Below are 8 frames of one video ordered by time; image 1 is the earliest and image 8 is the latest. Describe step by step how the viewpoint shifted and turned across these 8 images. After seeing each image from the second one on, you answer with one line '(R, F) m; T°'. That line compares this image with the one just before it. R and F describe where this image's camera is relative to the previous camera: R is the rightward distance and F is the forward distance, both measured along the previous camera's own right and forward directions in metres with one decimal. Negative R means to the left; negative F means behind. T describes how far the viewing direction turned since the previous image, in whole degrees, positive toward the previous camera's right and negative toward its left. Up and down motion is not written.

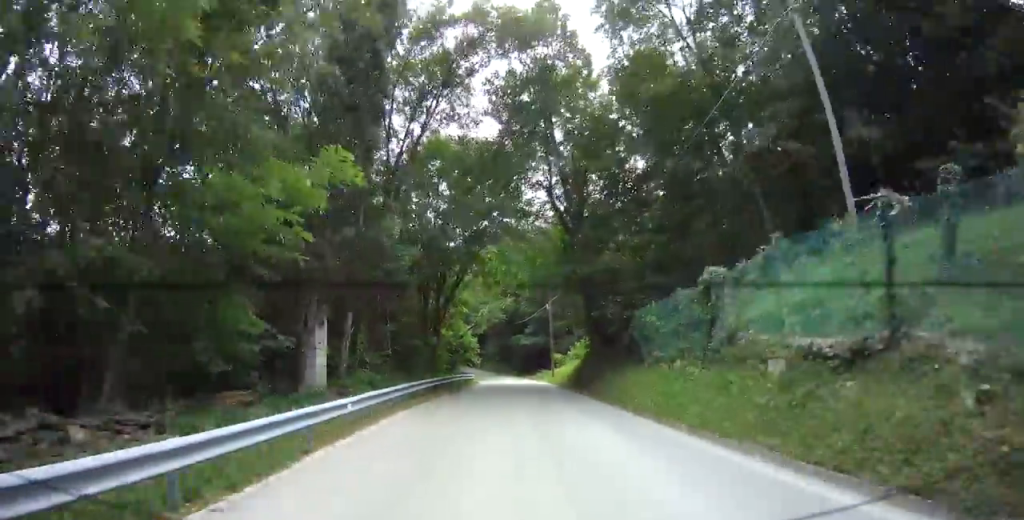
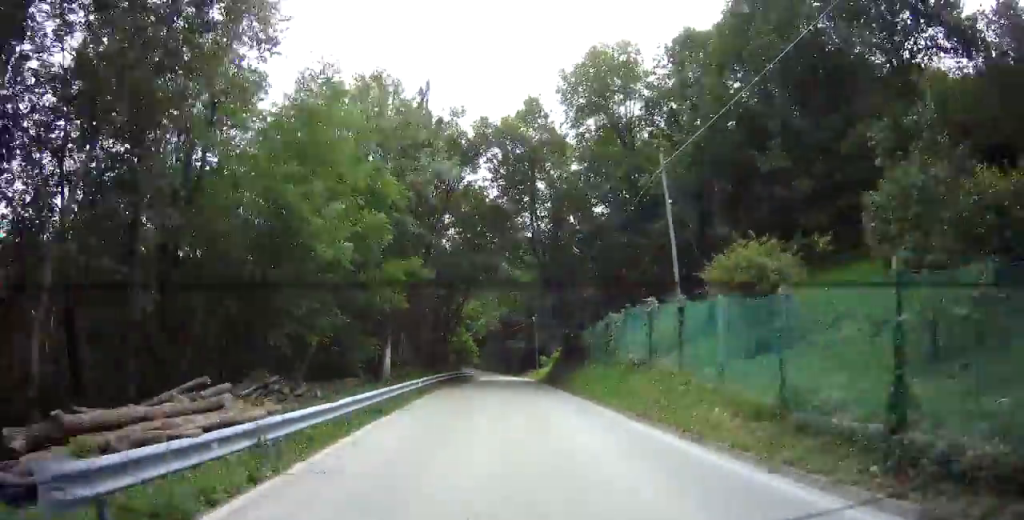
(+1.4, +11.9) m; +4°
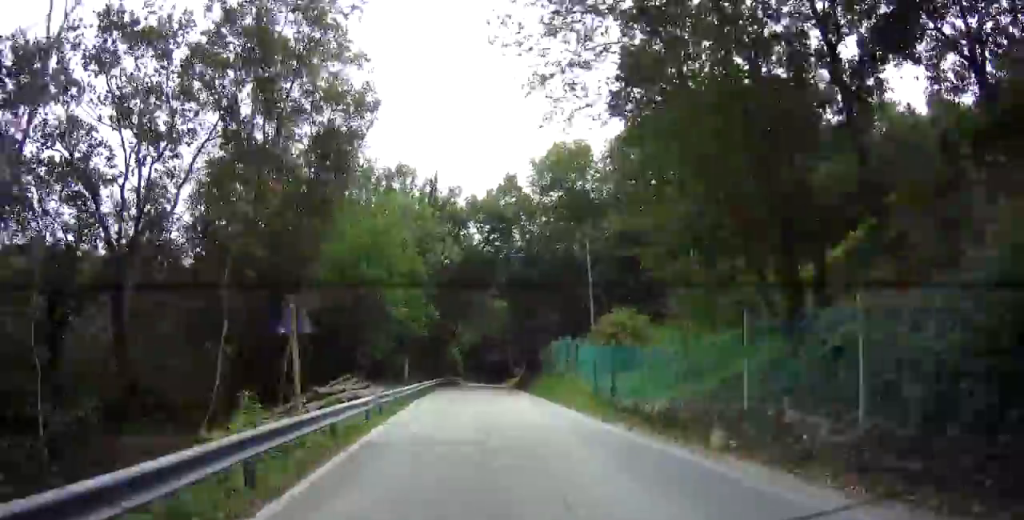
(-0.3, +14.4) m; 0°
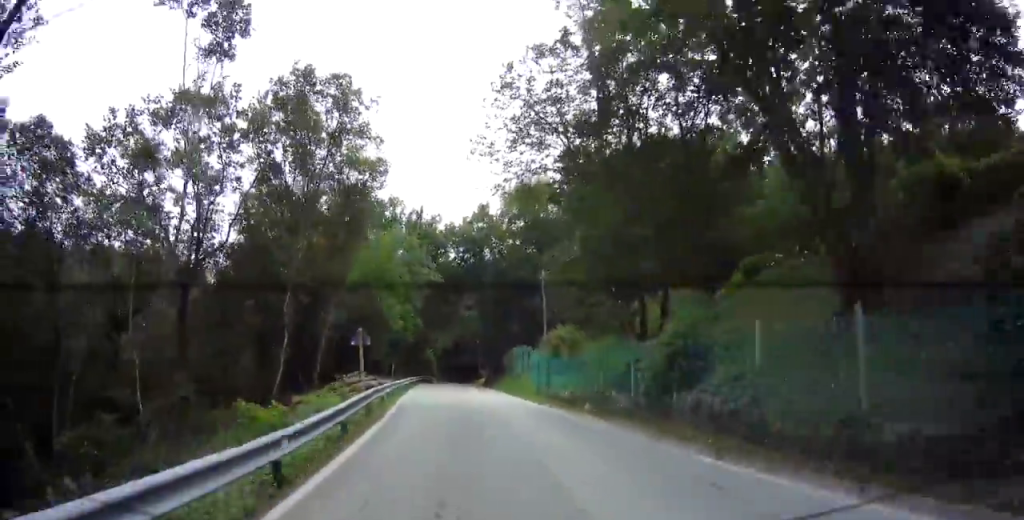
(-0.1, +9.8) m; +1°
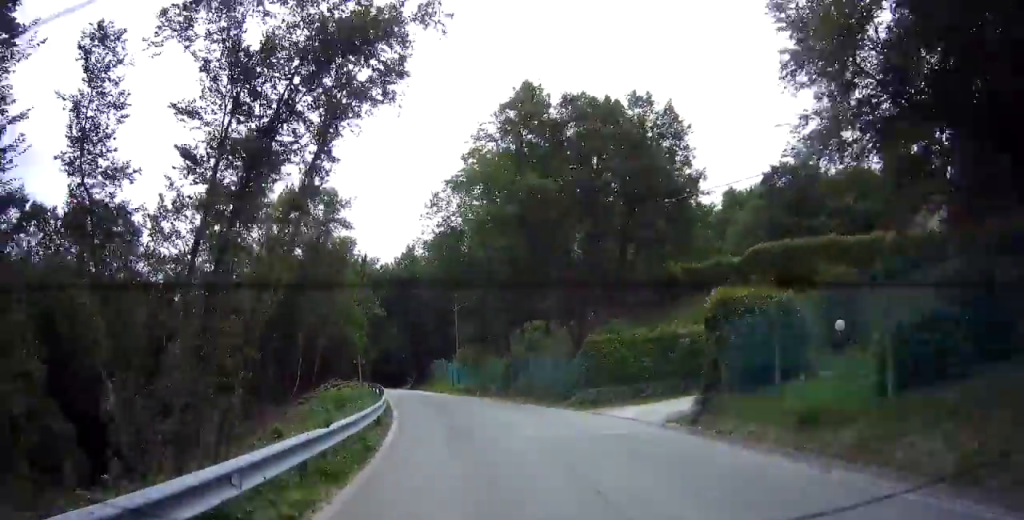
(+0.9, +20.1) m; +1°
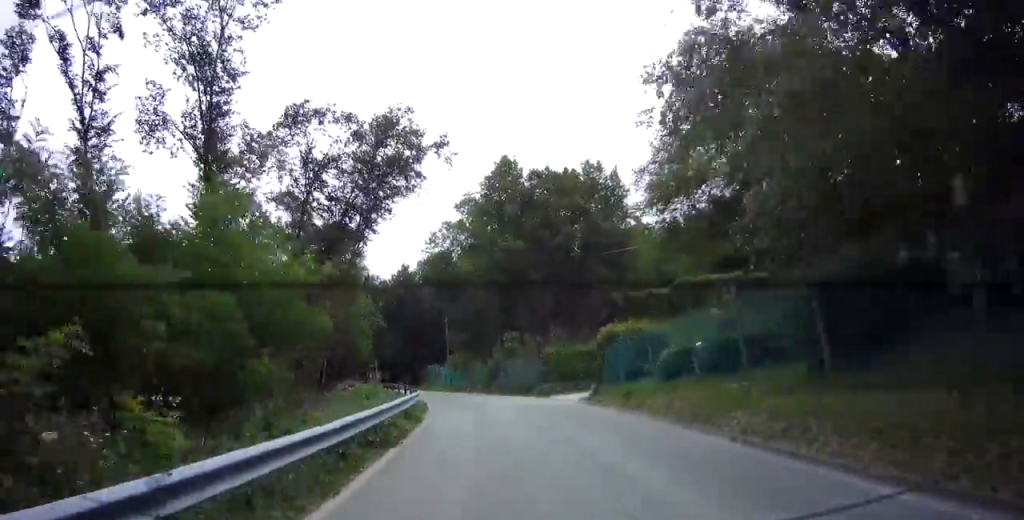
(-0.2, +11.8) m; -1°
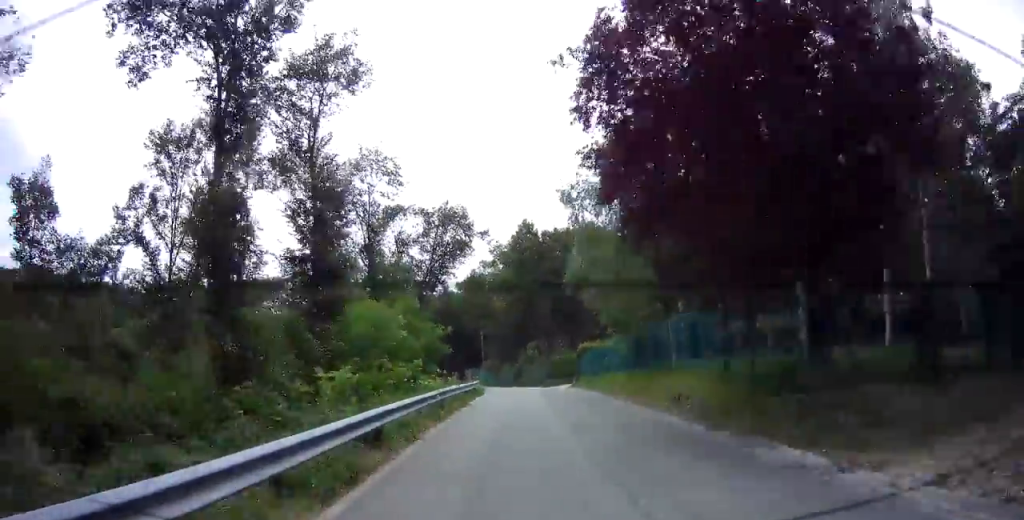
(-0.2, +17.8) m; -2°
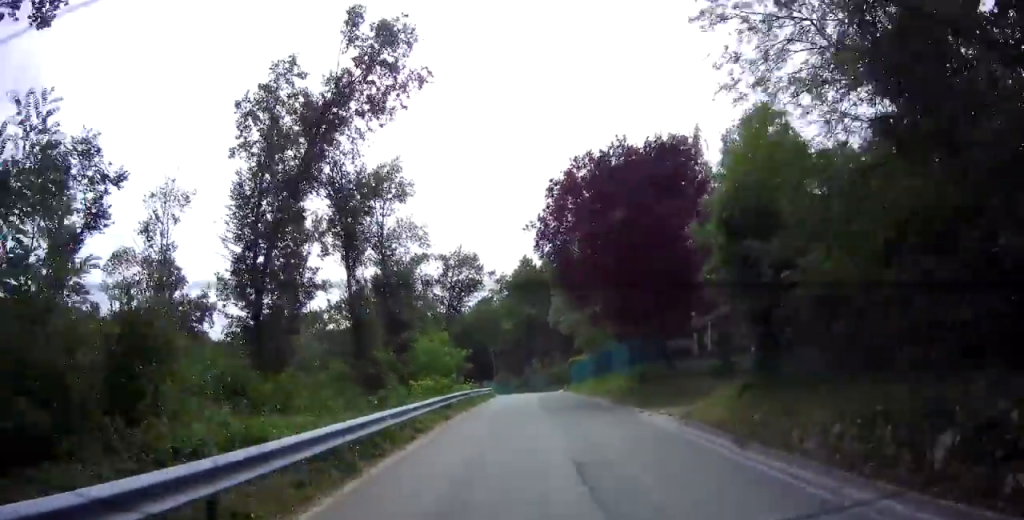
(-0.3, +11.5) m; -4°
